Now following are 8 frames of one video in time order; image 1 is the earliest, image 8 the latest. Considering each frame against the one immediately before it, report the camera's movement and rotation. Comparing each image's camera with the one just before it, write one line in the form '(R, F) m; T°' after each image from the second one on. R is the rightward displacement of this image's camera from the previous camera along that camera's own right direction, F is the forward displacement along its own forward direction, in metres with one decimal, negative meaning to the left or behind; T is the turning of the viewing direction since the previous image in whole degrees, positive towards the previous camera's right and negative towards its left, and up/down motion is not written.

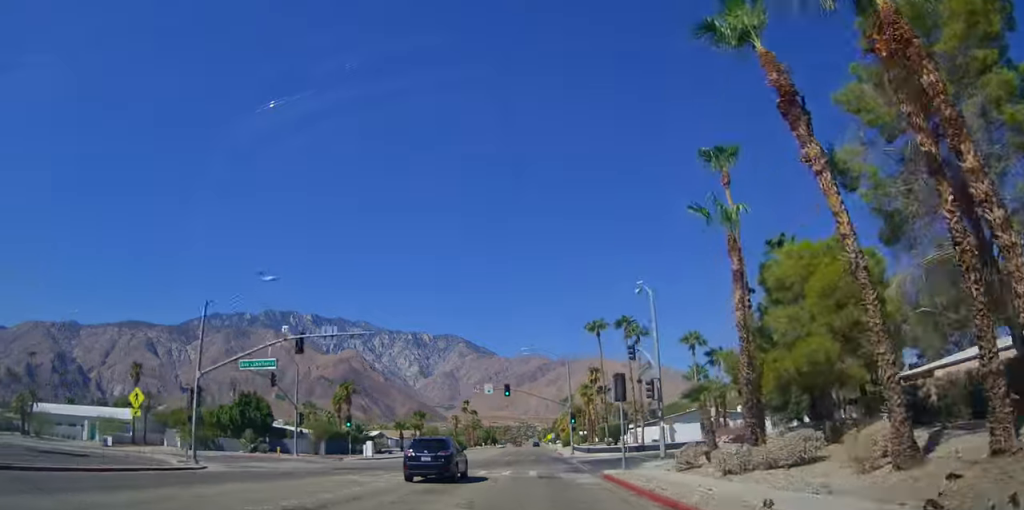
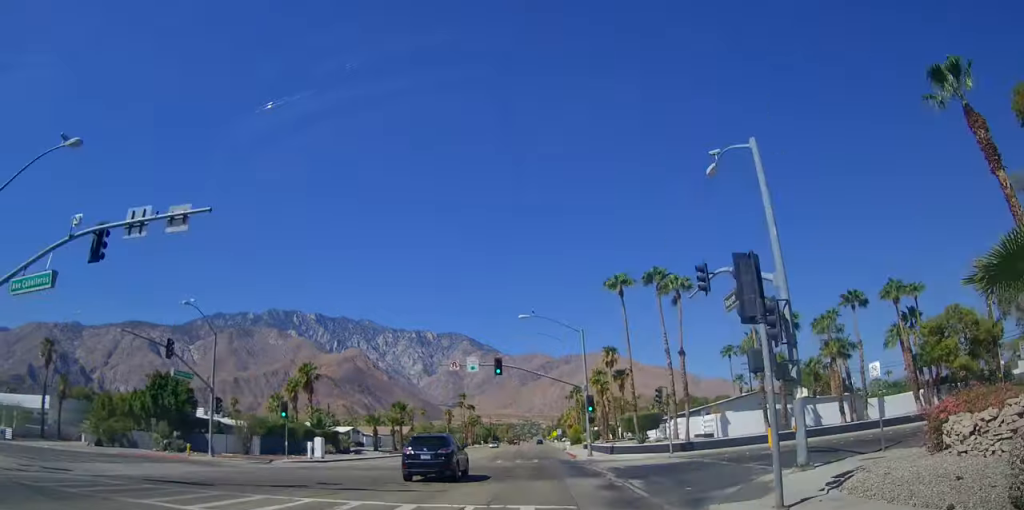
(0.0, +16.4) m; 0°
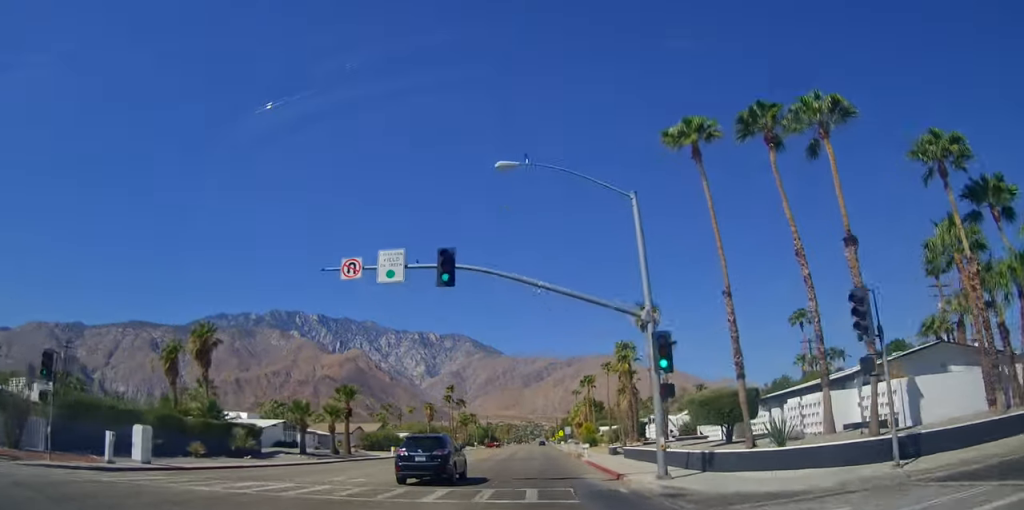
(0.0, +24.0) m; 0°
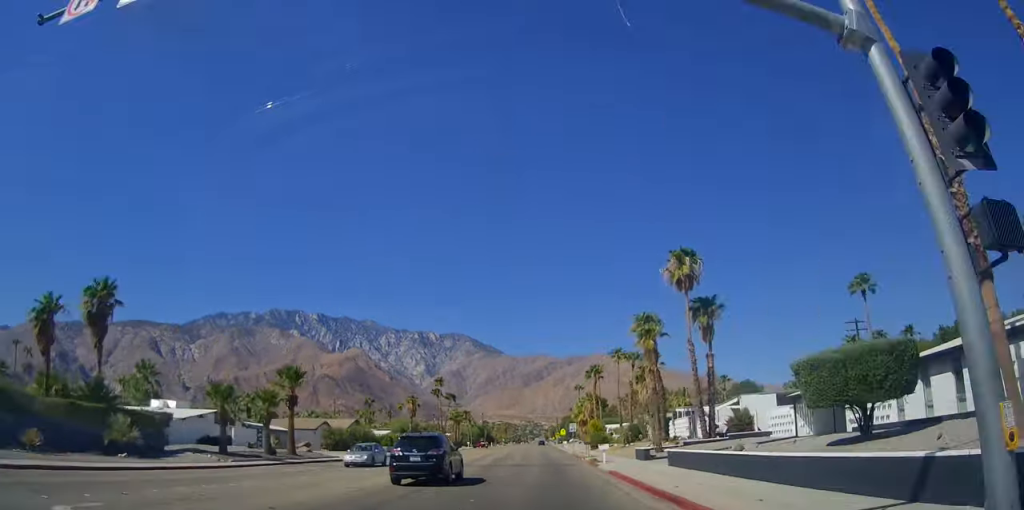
(0.0, +13.5) m; 0°
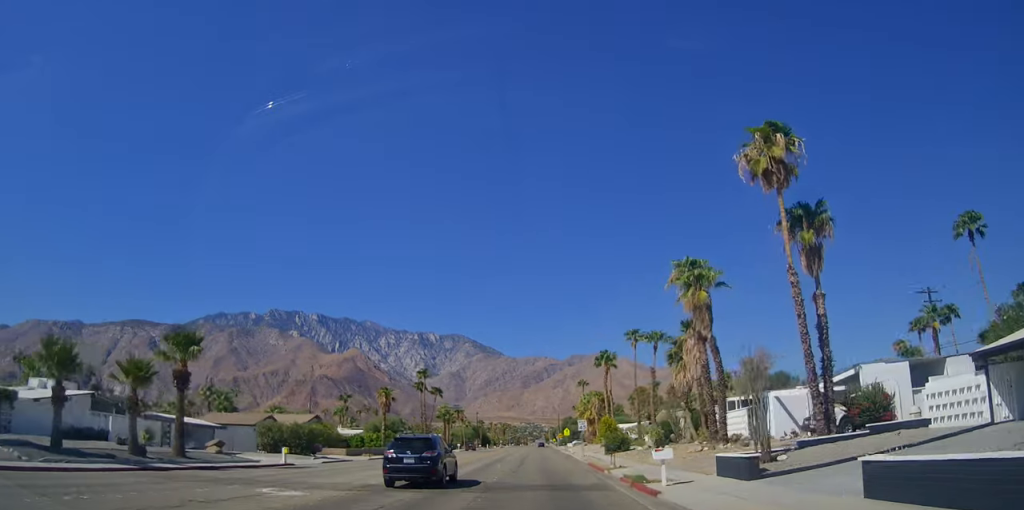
(0.0, +15.4) m; 0°
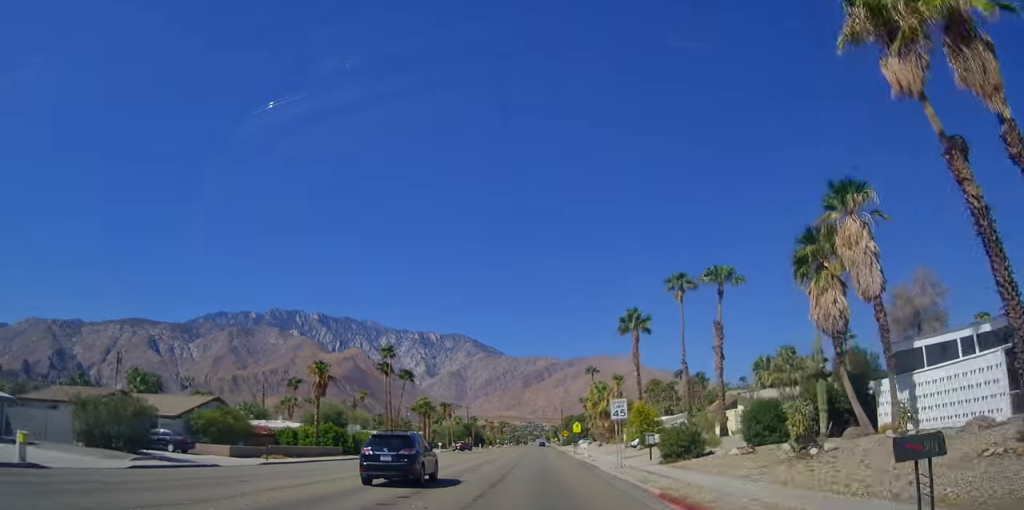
(0.0, +22.5) m; 0°
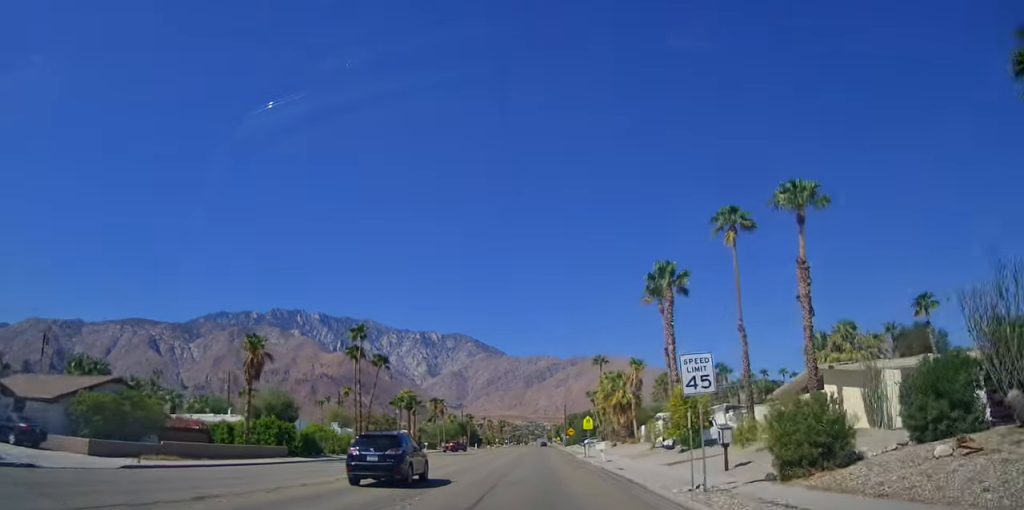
(0.0, +12.8) m; 0°
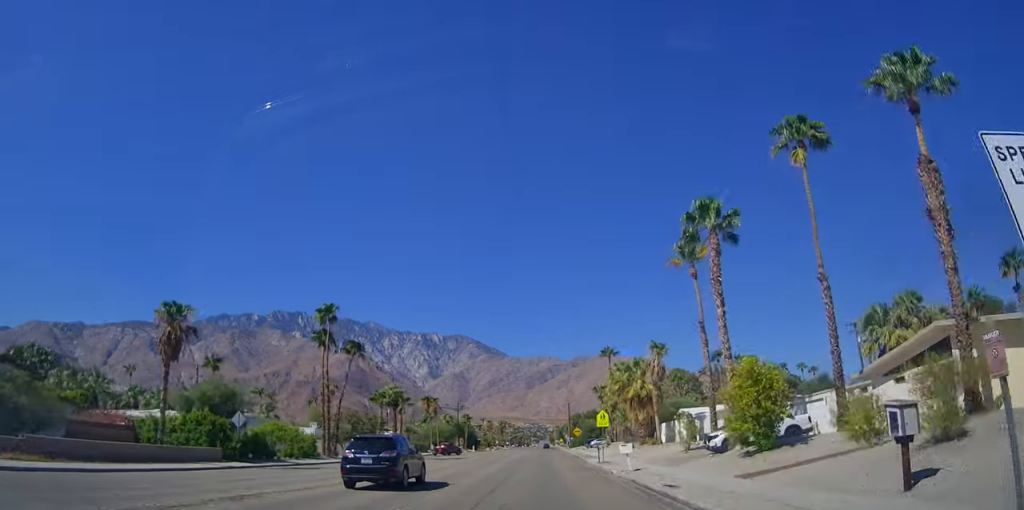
(0.0, +10.0) m; 0°
